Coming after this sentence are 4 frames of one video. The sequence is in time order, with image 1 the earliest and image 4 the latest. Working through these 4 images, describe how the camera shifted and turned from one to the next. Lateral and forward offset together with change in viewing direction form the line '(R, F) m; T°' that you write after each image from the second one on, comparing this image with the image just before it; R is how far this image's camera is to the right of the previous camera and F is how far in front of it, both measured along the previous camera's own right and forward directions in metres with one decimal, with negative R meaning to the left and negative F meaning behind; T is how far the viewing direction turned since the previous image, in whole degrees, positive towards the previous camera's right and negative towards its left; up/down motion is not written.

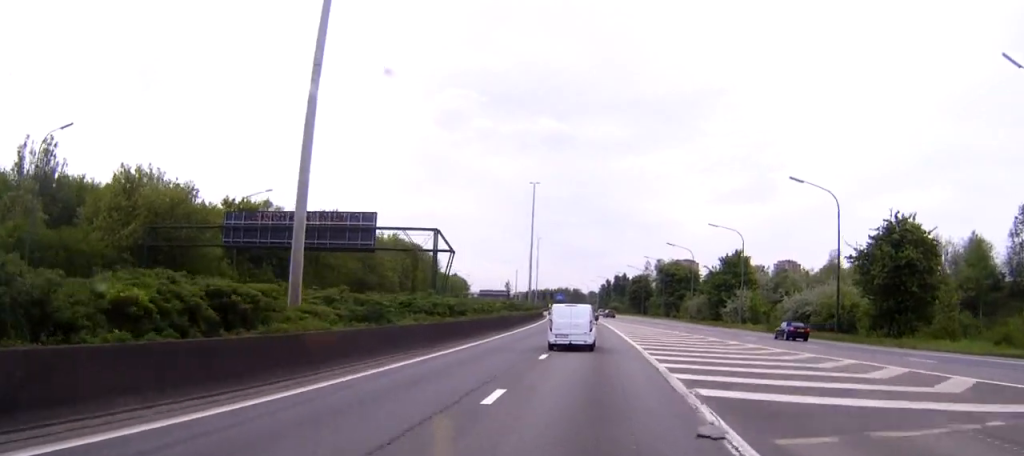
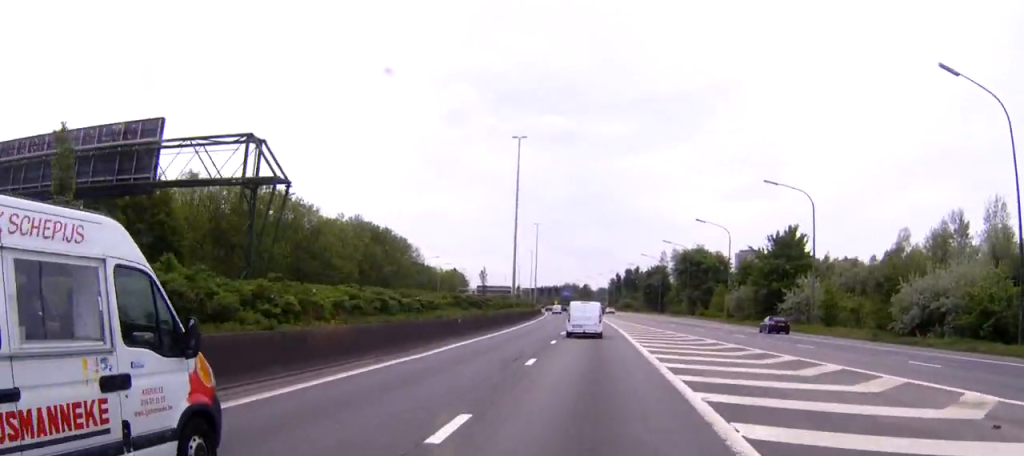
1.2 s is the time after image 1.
(-0.1, +30.6) m; 0°
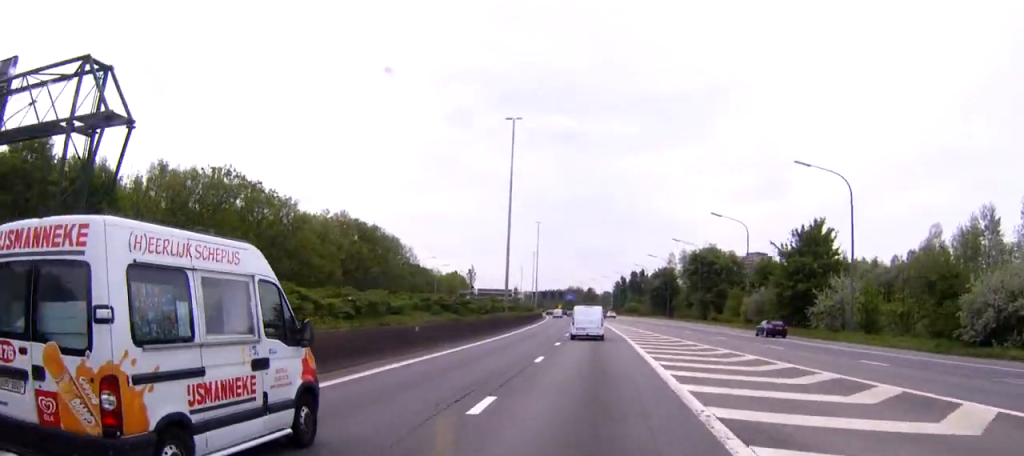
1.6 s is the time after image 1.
(0.0, +10.0) m; 0°
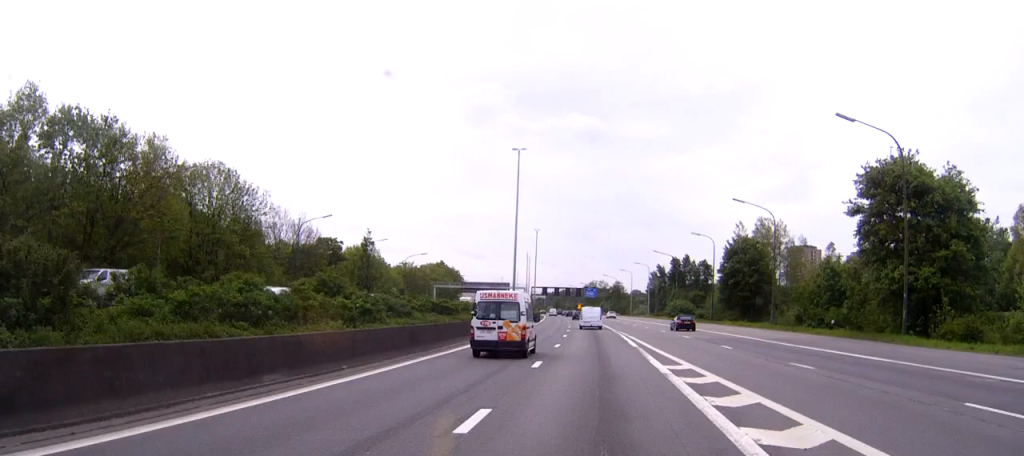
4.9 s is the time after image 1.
(-0.1, +80.3) m; -1°
